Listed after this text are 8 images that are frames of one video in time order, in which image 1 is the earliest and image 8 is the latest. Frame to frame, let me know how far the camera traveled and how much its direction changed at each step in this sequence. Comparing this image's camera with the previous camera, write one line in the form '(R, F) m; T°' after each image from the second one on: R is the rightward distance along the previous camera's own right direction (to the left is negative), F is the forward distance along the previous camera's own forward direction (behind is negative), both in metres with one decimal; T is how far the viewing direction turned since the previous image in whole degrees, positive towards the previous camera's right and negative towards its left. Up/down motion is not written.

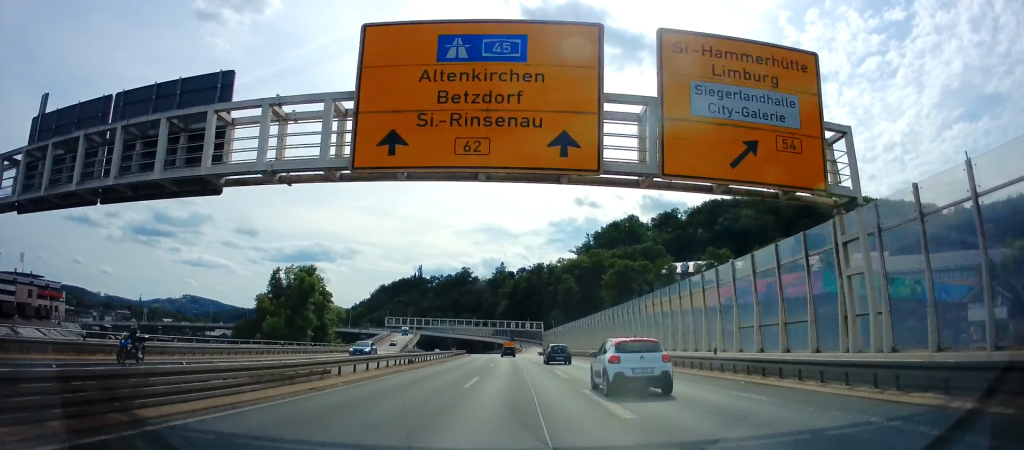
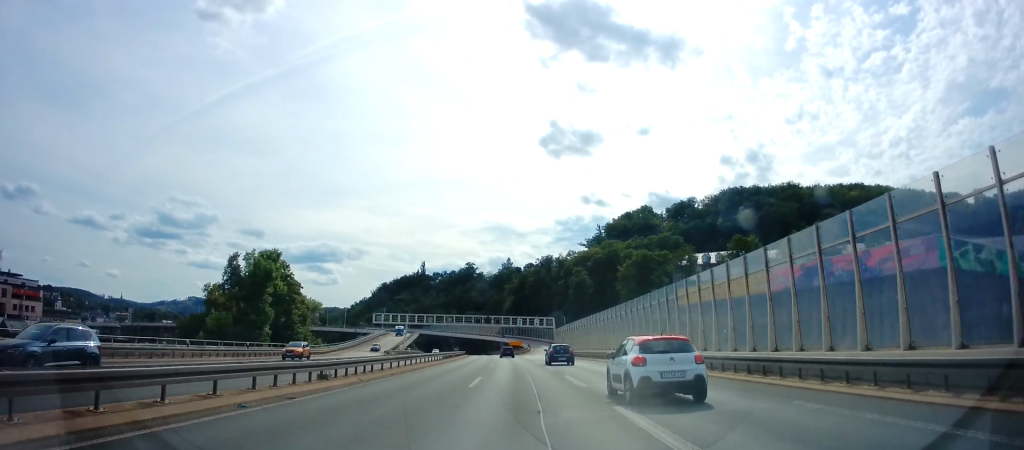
(-0.1, +17.2) m; -1°
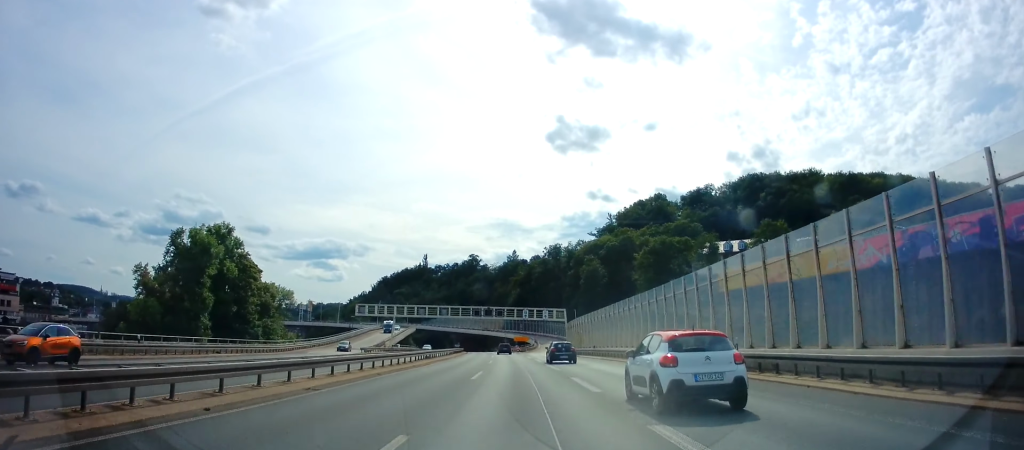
(-0.2, +15.7) m; 0°
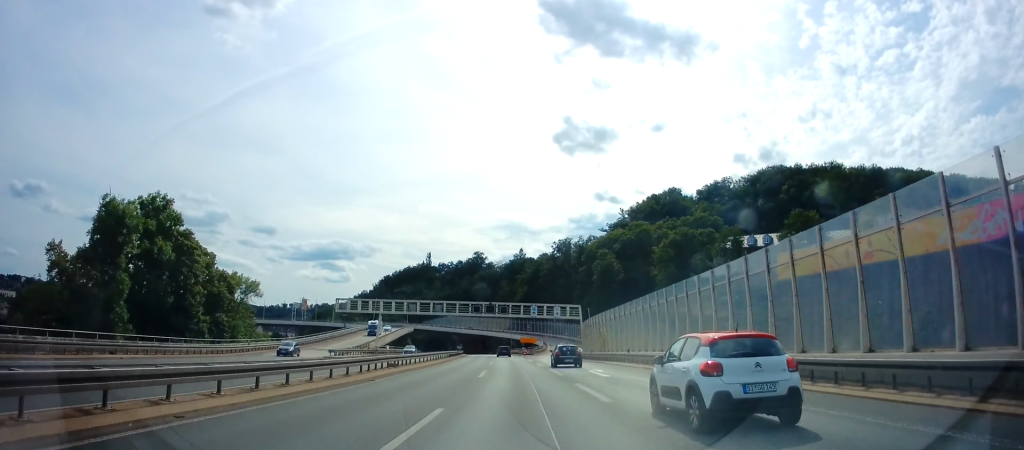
(+0.1, +14.2) m; 0°
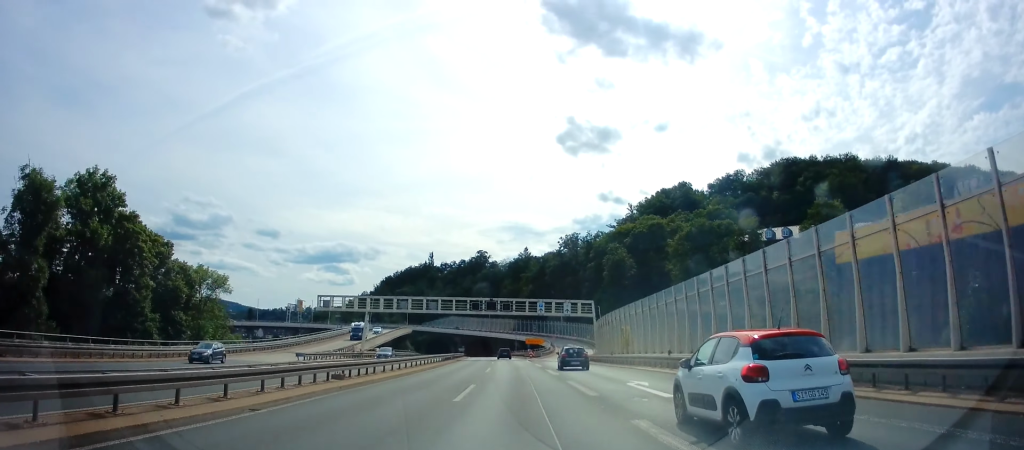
(+0.1, +9.7) m; 0°
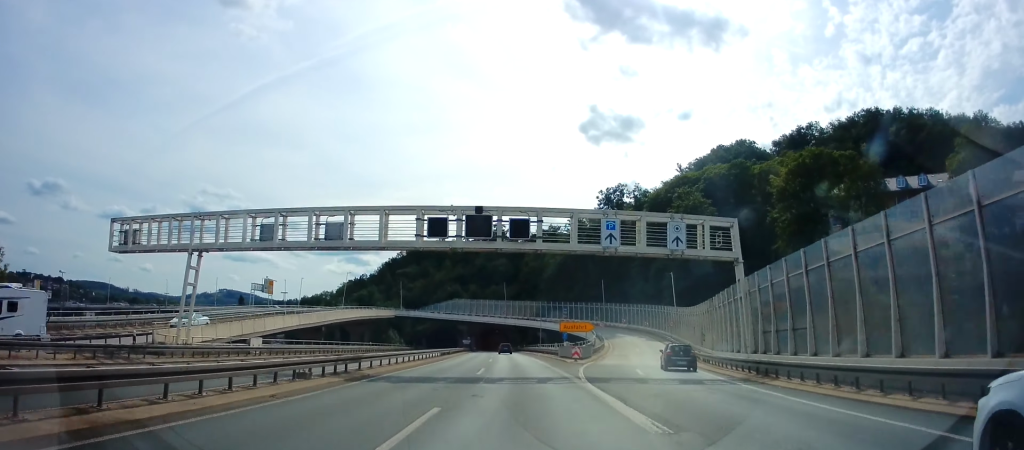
(-1.3, +44.2) m; -2°
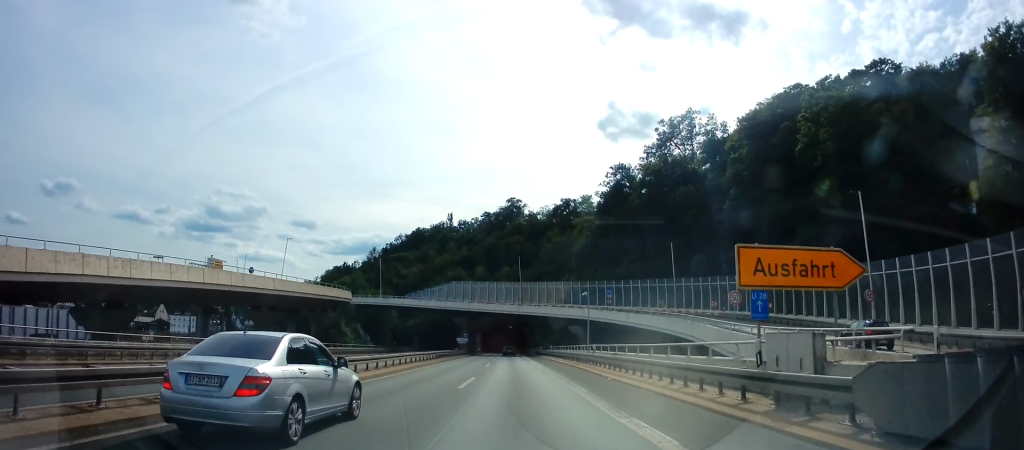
(-1.1, +41.7) m; -2°
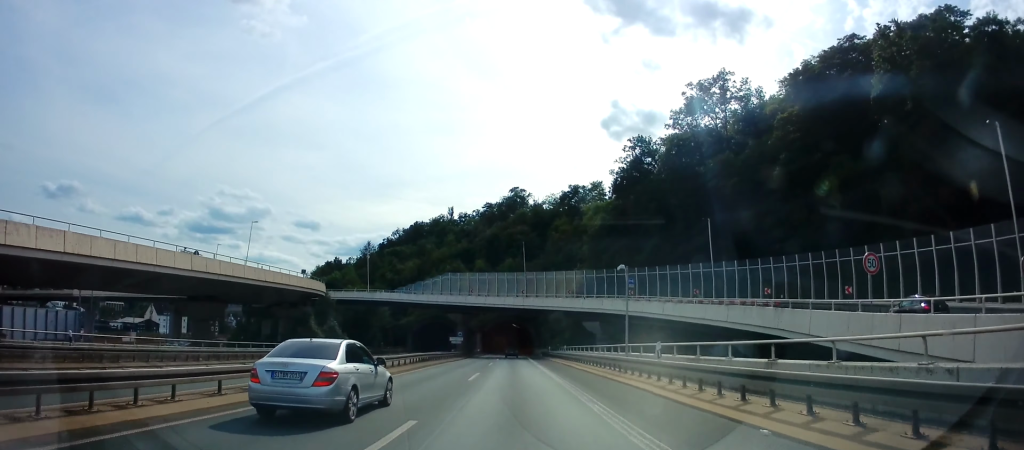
(+0.1, +13.5) m; 0°
